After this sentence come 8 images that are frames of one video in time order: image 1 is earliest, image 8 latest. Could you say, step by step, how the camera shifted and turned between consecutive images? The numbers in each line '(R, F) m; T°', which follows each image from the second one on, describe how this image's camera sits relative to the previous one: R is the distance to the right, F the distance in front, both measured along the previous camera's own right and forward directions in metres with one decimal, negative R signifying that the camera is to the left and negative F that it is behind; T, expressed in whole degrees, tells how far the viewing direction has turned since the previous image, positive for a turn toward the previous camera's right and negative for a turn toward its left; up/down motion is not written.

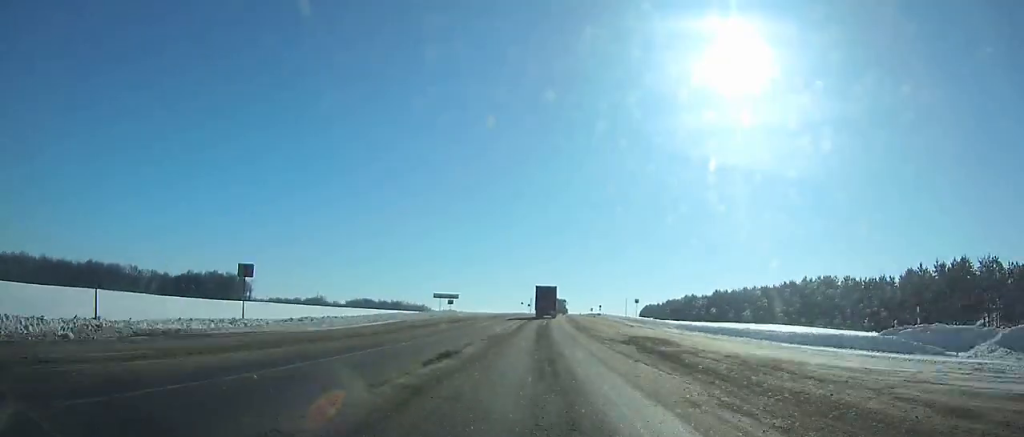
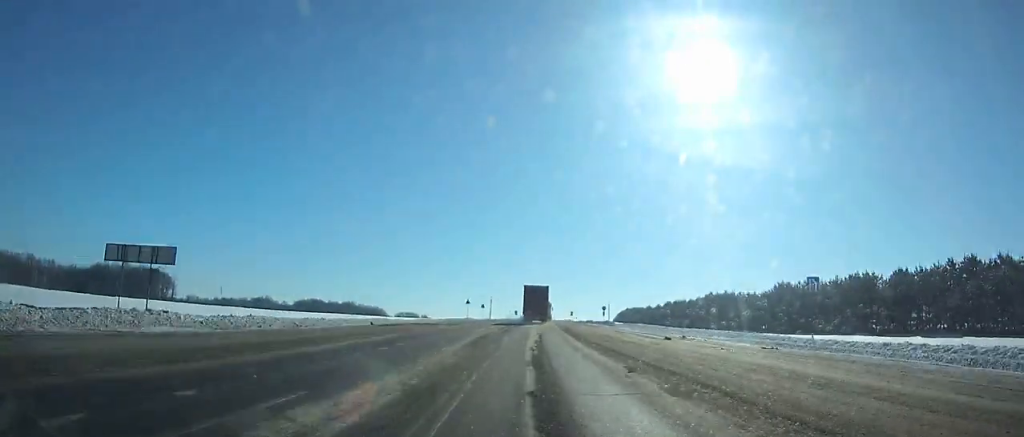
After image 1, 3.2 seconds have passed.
(+1.3, +69.8) m; +2°
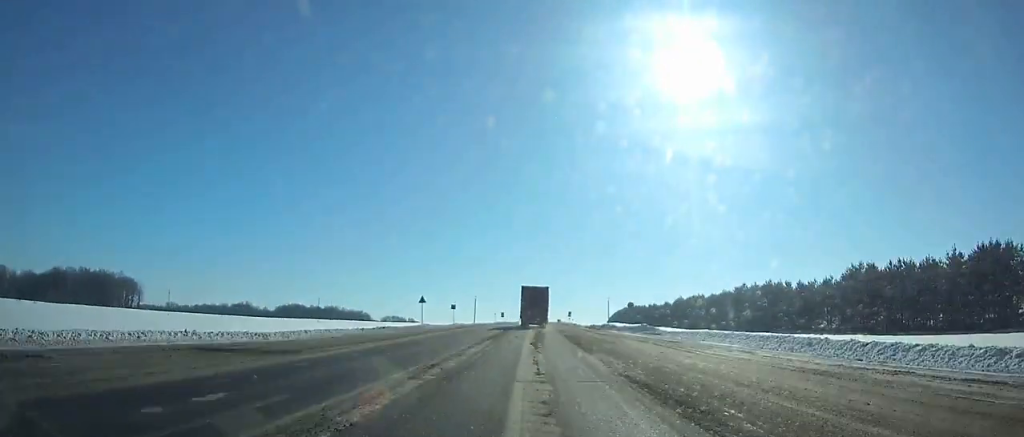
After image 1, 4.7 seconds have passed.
(+0.5, +31.5) m; +1°
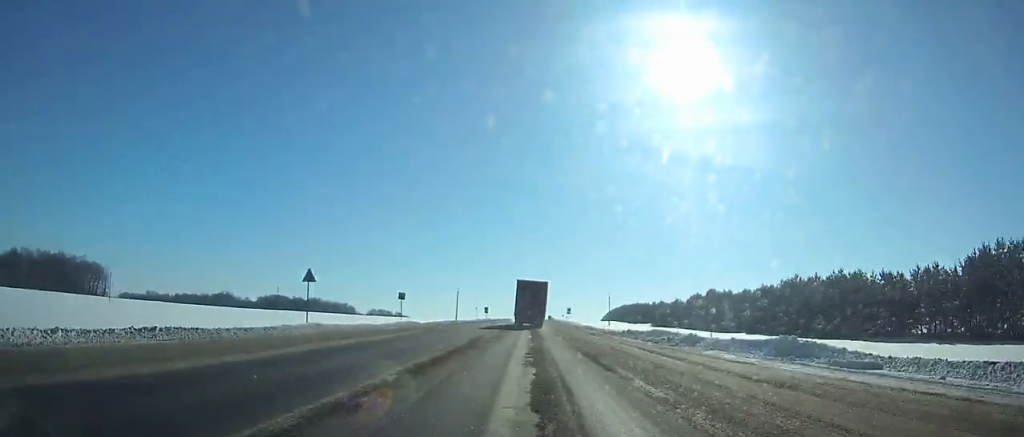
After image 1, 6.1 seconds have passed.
(+0.3, +29.2) m; +1°
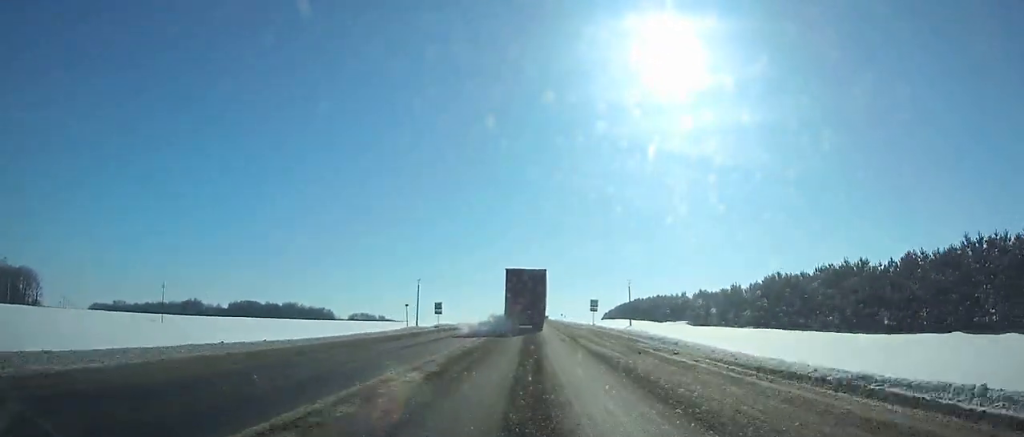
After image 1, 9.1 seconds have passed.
(+0.4, +59.3) m; +1°
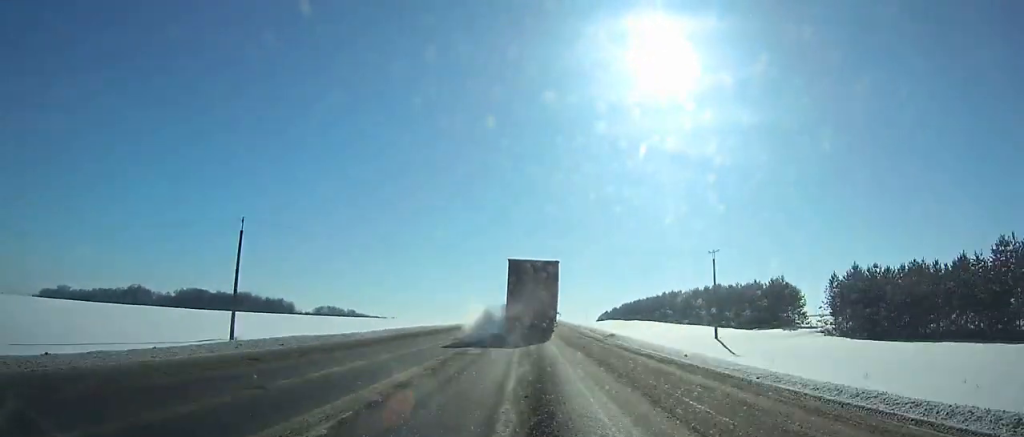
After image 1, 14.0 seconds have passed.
(+0.7, +88.2) m; +1°
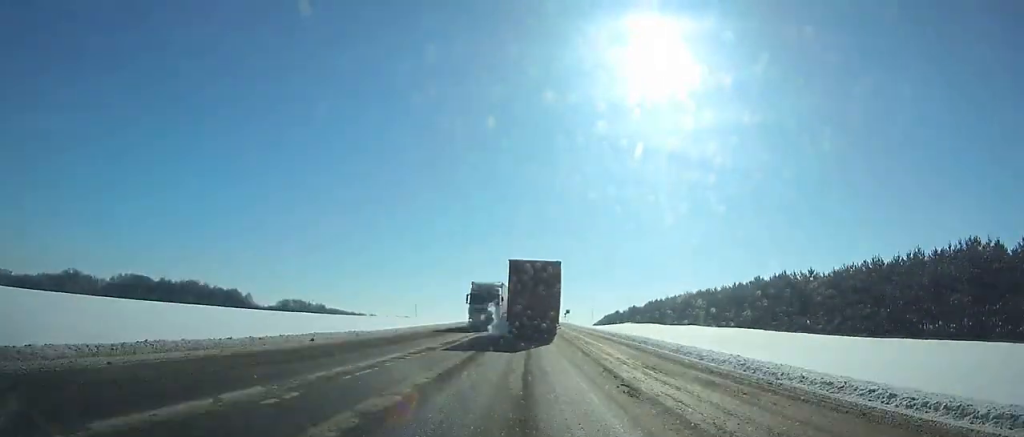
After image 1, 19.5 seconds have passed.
(+0.9, +90.2) m; +1°
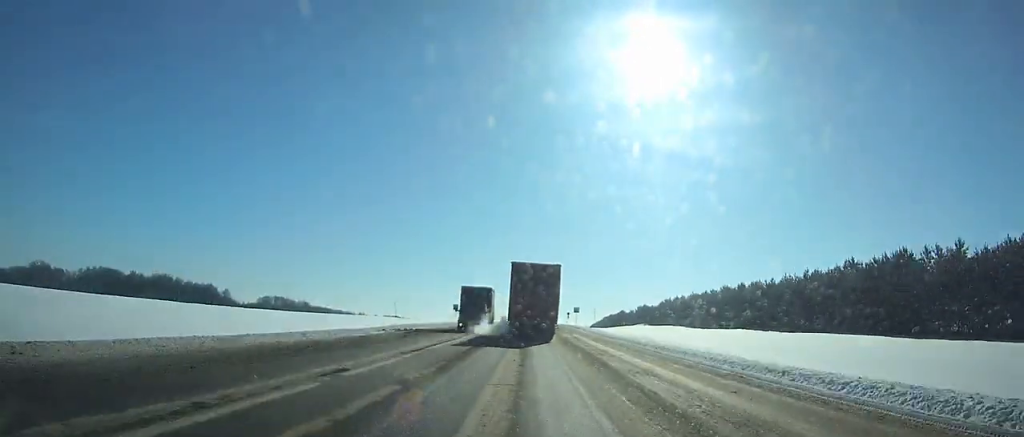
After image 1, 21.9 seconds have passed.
(+0.2, +38.0) m; +1°
